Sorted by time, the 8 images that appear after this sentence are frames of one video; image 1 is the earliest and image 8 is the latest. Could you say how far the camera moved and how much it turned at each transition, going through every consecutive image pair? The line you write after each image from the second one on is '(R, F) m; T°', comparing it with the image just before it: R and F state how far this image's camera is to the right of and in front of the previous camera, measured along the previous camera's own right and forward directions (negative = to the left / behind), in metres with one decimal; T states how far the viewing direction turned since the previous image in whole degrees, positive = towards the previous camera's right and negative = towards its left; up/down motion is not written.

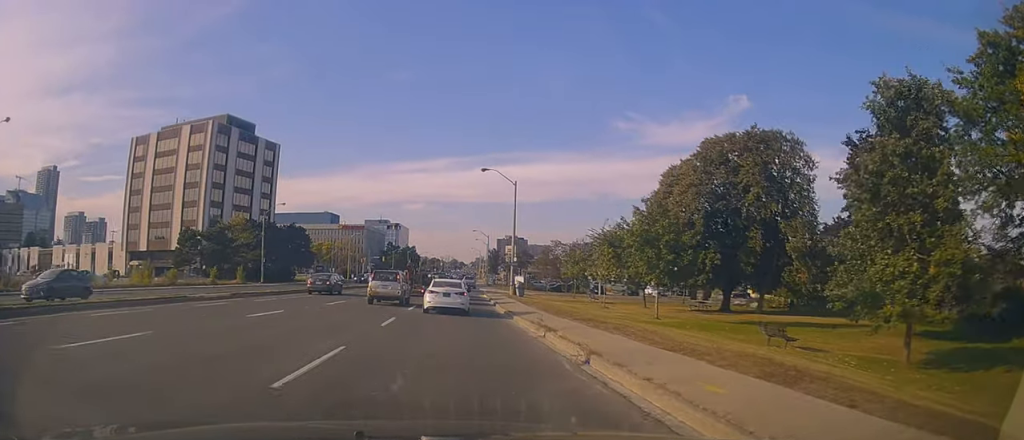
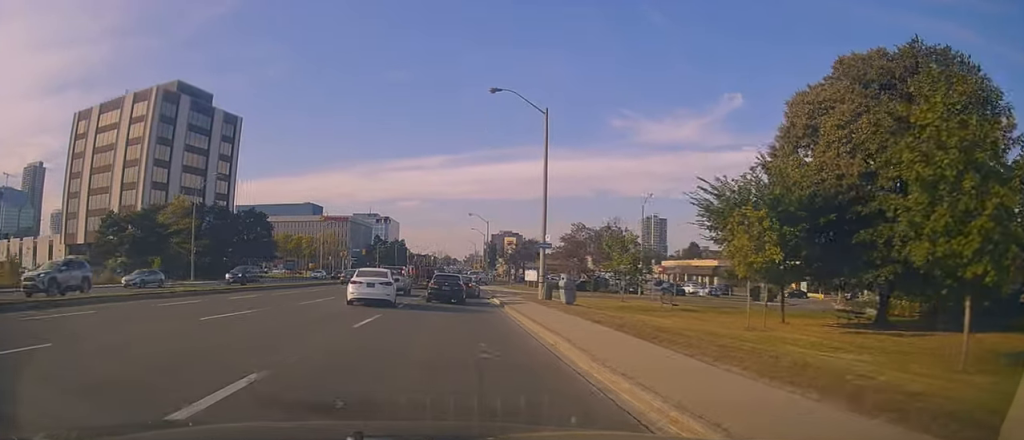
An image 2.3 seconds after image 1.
(+0.4, +22.4) m; +1°
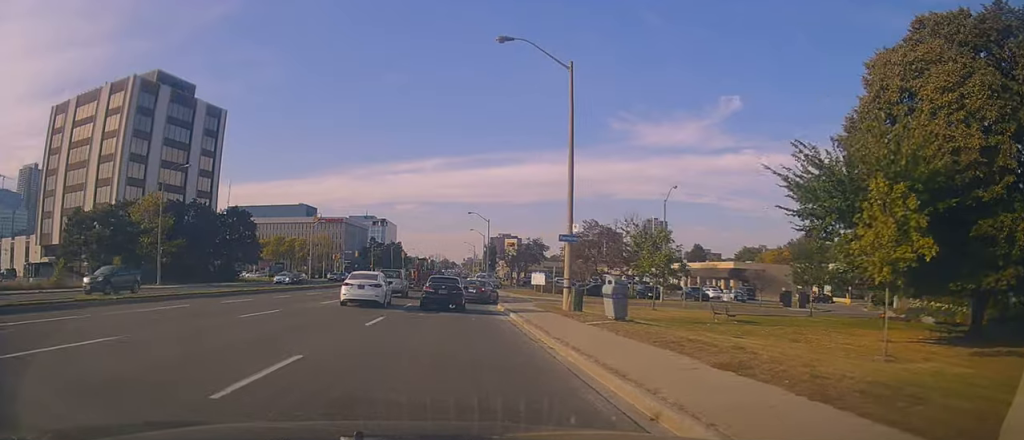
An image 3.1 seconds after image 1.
(+0.3, +7.7) m; +2°
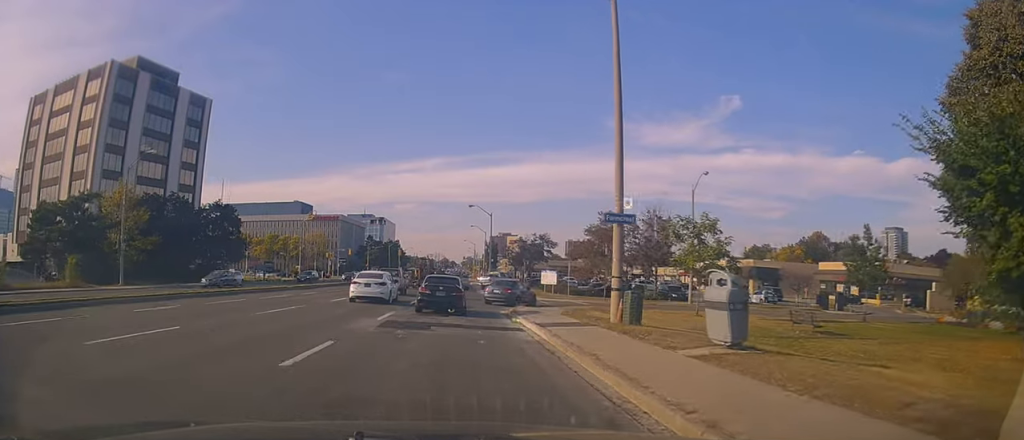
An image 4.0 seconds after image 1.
(+0.1, +7.6) m; 0°
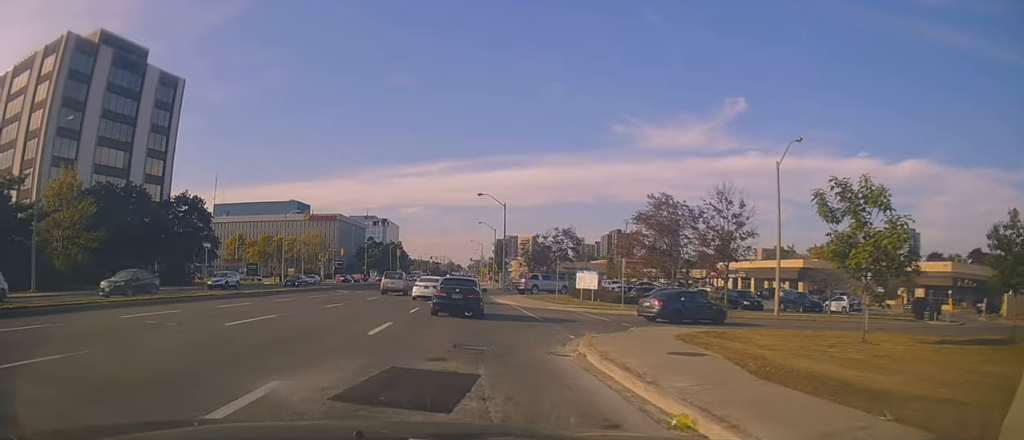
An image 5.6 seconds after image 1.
(-0.1, +14.0) m; -2°
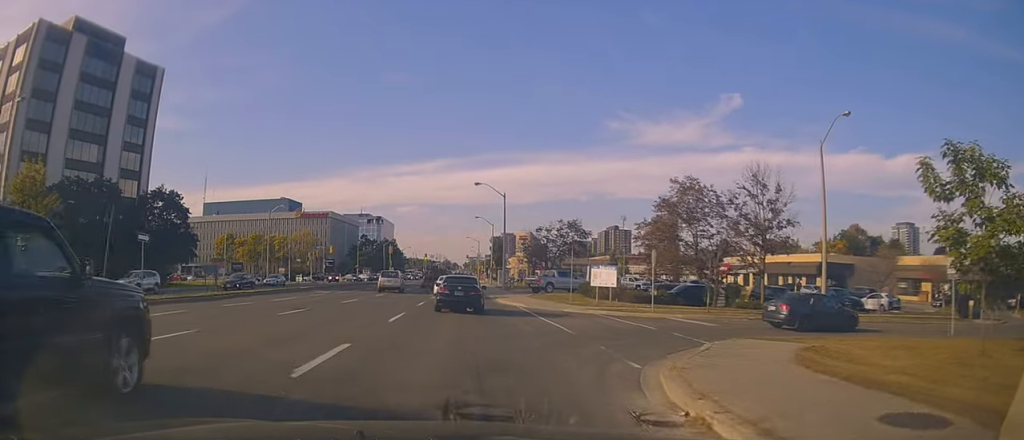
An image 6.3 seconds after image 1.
(-0.2, +5.7) m; -1°
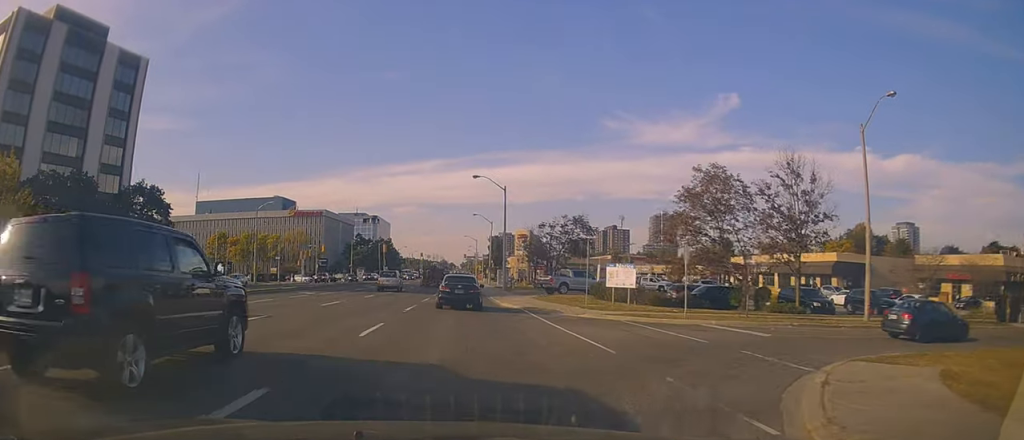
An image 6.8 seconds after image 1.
(0.0, +4.2) m; +1°
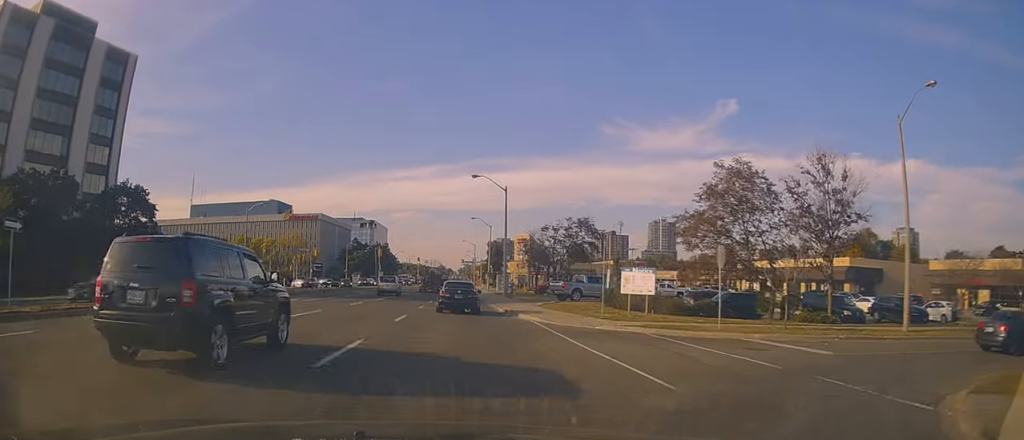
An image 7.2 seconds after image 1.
(0.0, +3.1) m; +1°
